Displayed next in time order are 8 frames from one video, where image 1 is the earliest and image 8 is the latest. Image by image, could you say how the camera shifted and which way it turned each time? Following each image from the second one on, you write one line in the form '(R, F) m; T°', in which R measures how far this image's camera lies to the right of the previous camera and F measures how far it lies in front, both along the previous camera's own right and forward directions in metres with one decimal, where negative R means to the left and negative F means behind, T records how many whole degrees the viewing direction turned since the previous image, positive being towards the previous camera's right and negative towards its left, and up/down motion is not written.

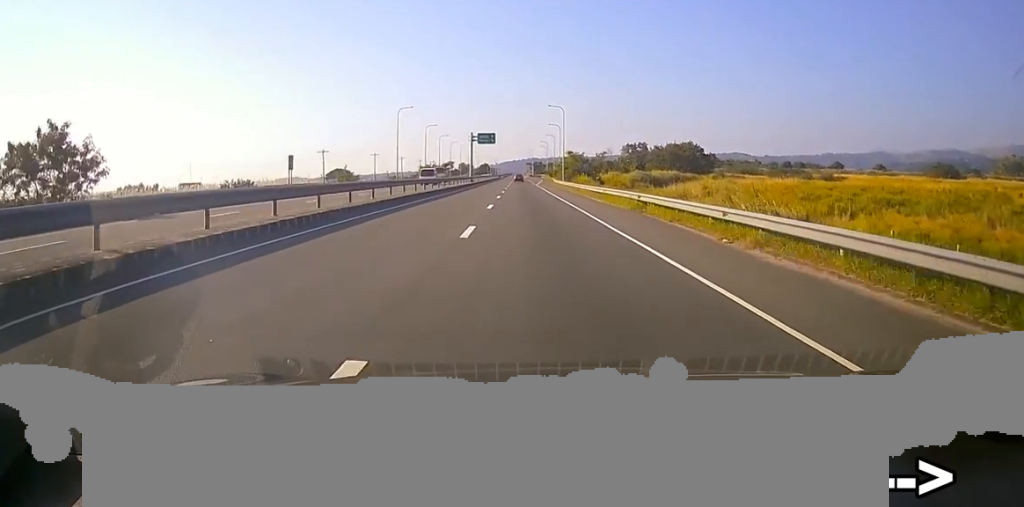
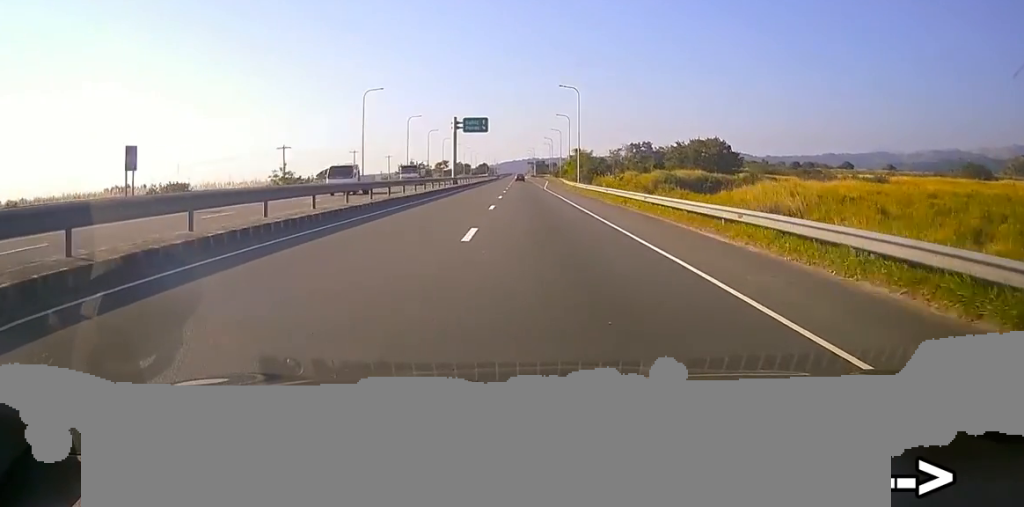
(+0.2, +24.6) m; +1°
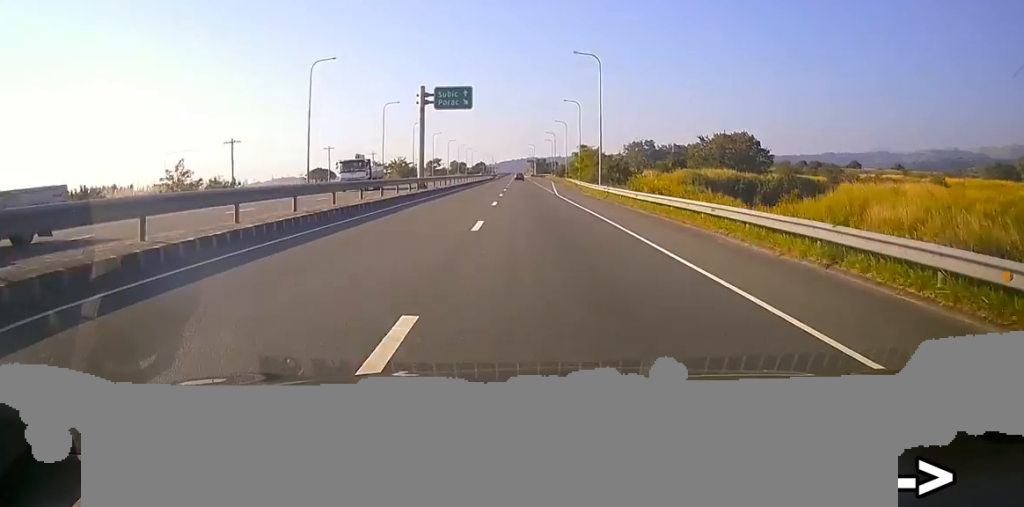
(+0.3, +21.5) m; 0°
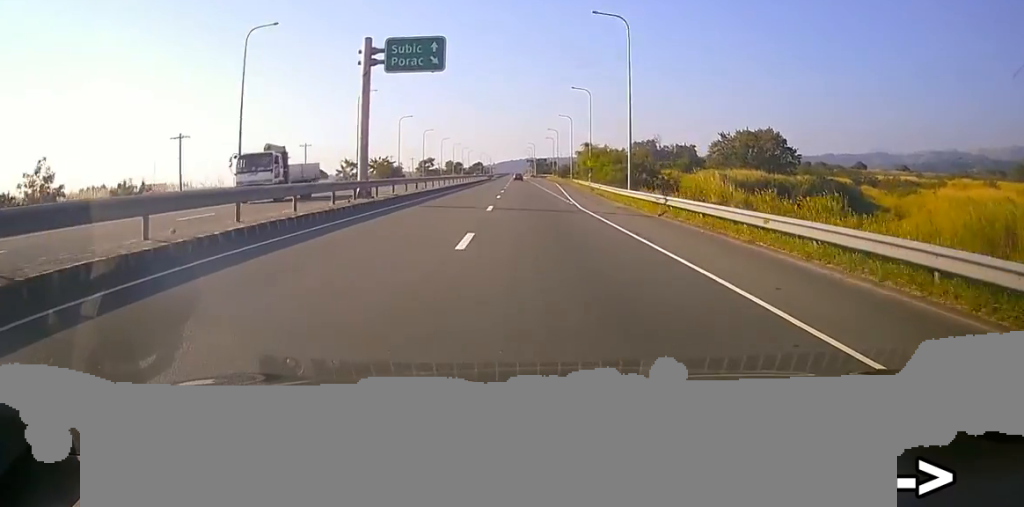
(-0.3, +15.8) m; 0°
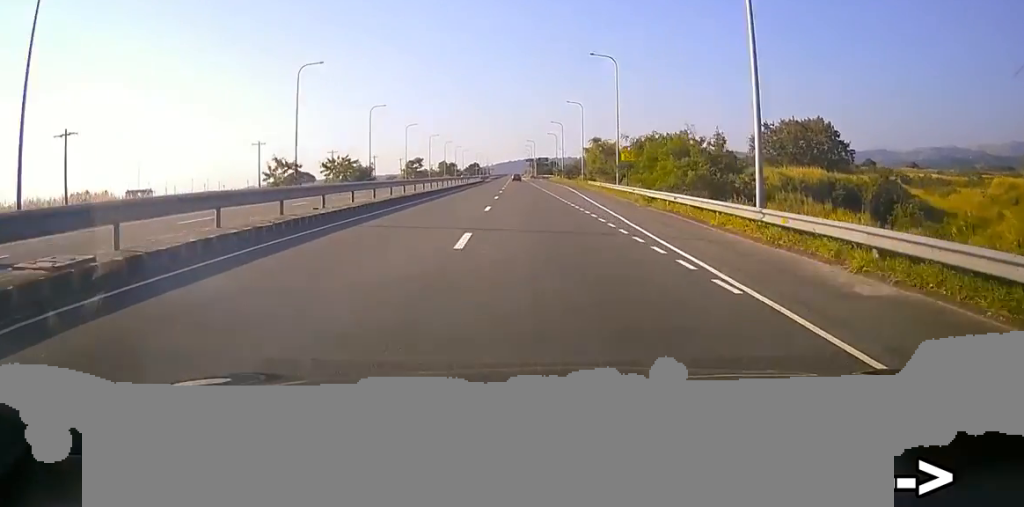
(+0.1, +23.7) m; +1°
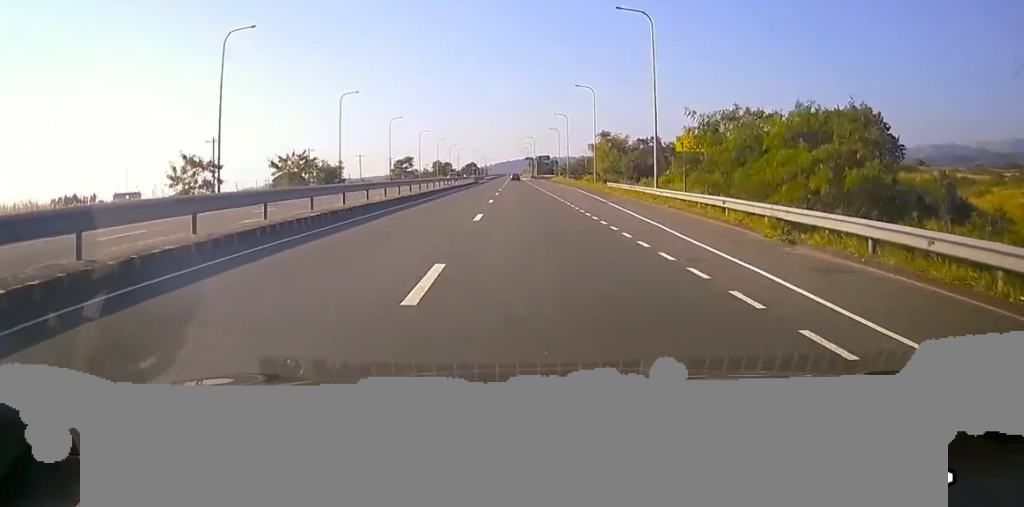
(+0.2, +16.8) m; +1°
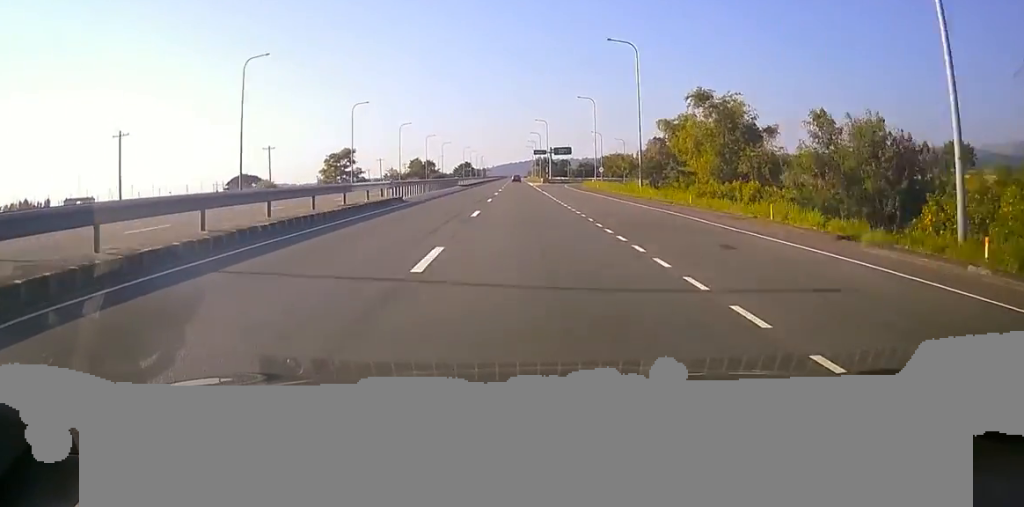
(-1.3, +70.0) m; -1°
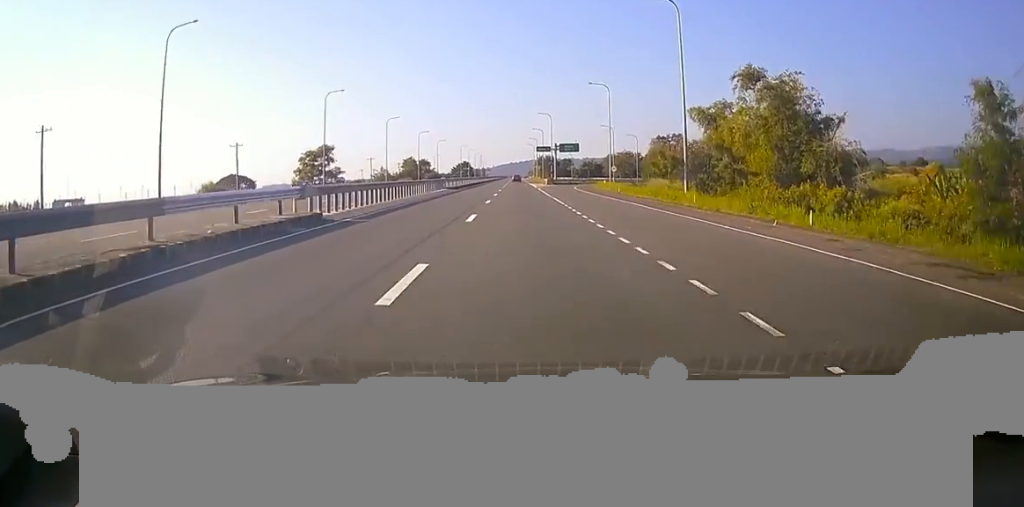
(+0.2, +13.9) m; +1°
